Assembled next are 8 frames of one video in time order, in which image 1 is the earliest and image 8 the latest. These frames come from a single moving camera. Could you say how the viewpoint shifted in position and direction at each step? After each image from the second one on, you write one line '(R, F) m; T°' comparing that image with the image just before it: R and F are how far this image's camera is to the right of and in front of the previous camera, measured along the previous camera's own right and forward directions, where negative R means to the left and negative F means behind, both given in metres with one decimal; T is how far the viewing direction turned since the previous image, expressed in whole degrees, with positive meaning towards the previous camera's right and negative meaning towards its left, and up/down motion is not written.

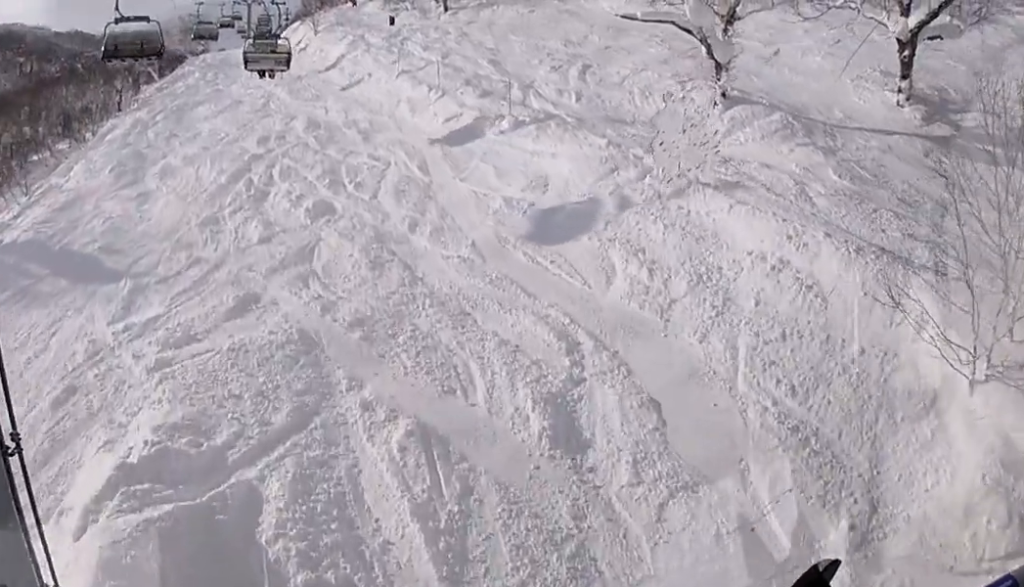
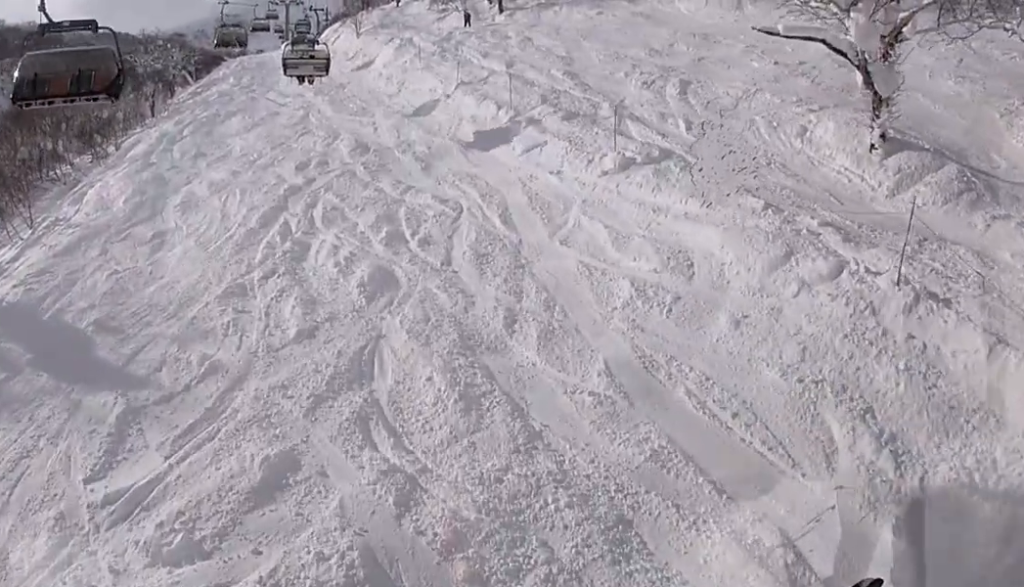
(-0.8, +5.1) m; -11°
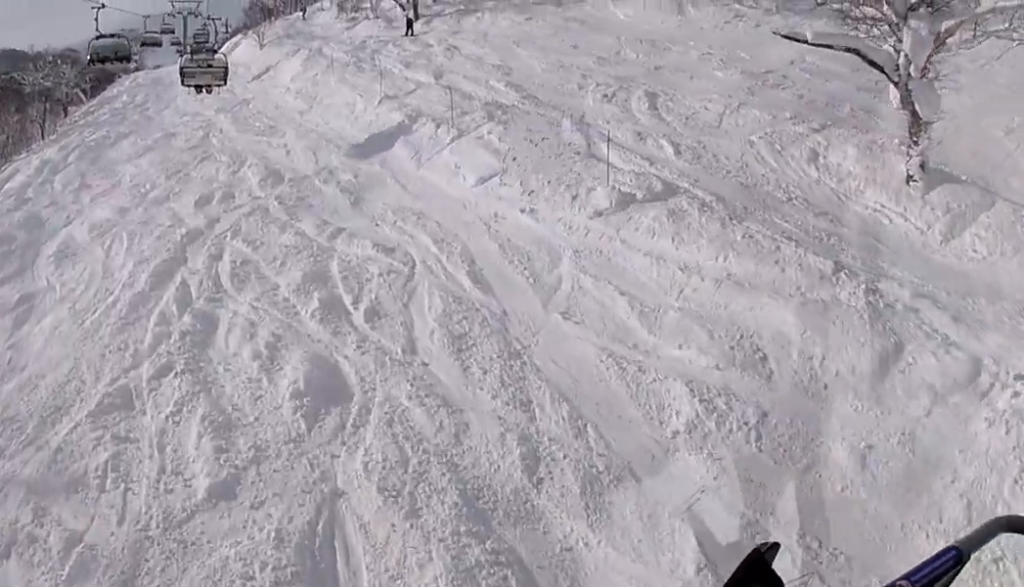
(-0.1, +4.6) m; -2°
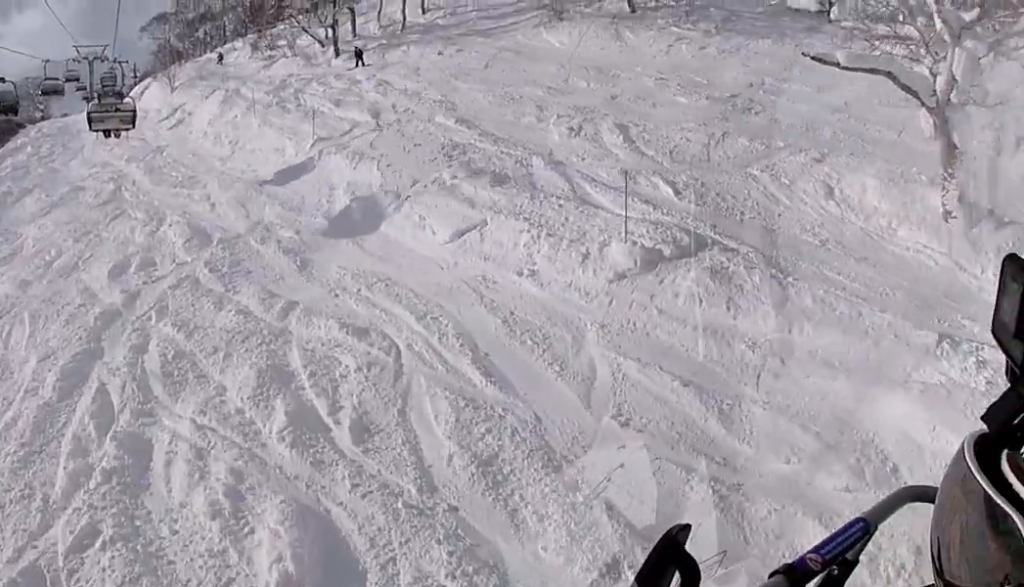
(0.0, +3.4) m; 0°
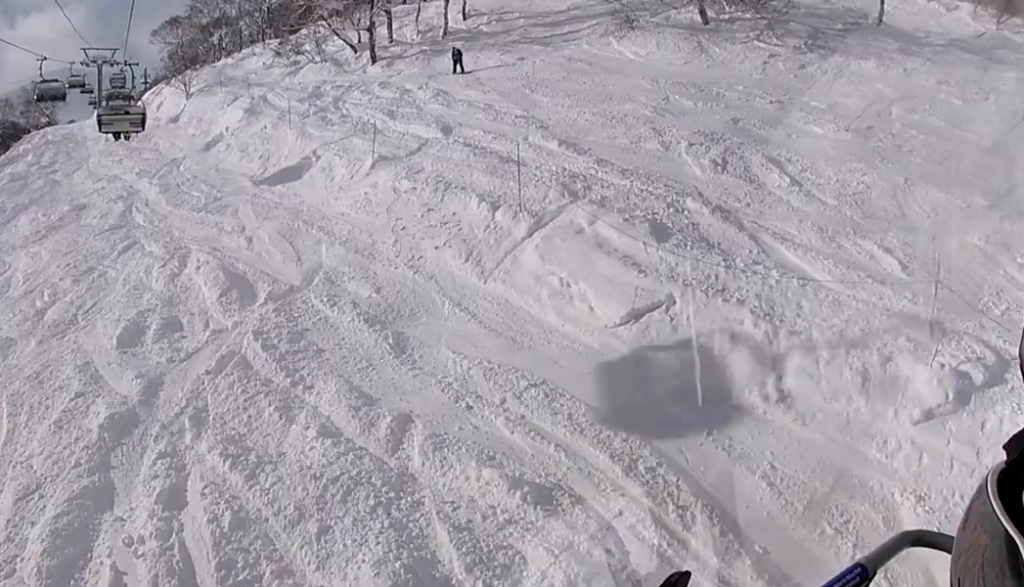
(0.0, +5.7) m; +7°
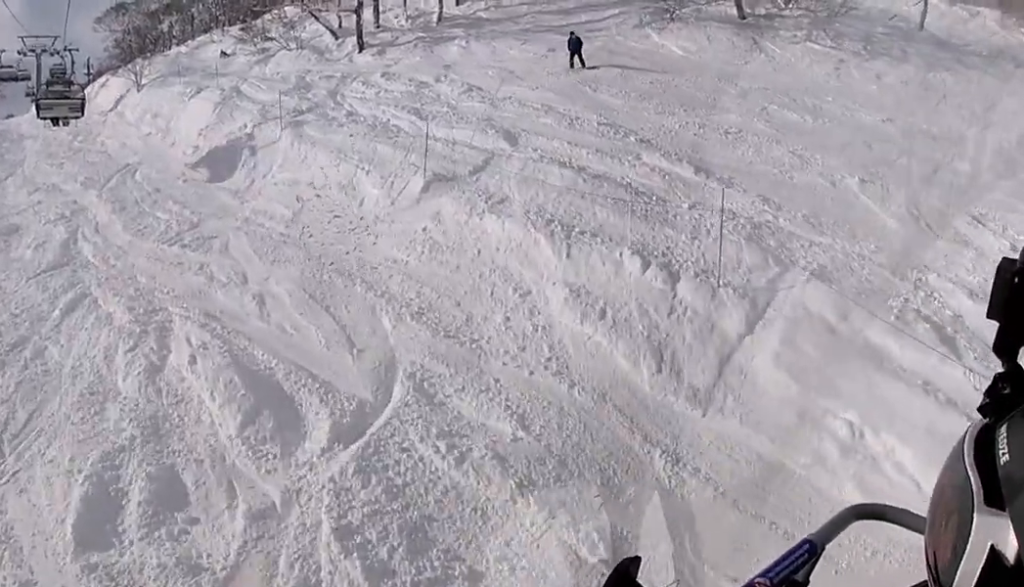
(+1.4, +6.3) m; +11°
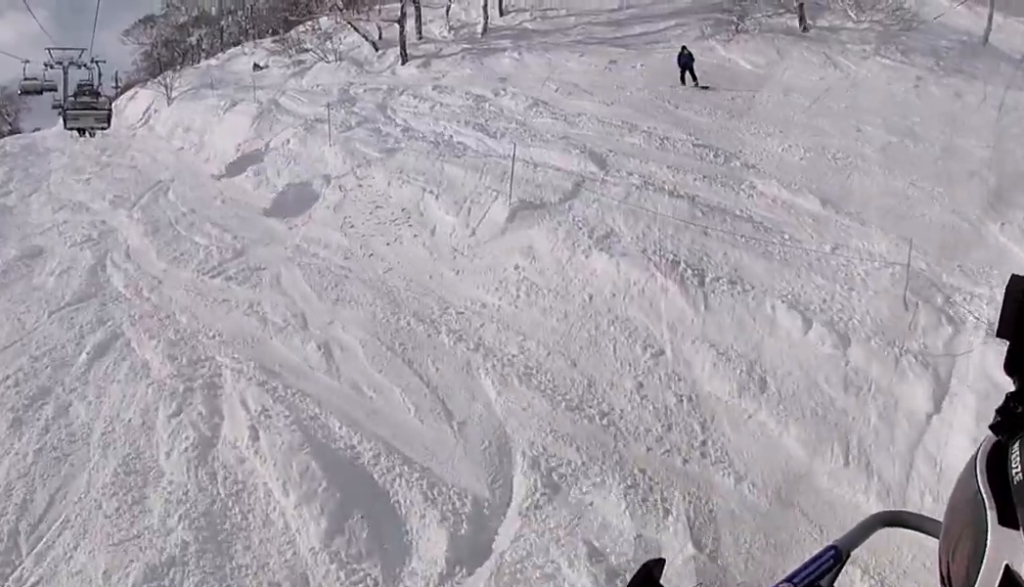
(-0.1, +2.2) m; -5°
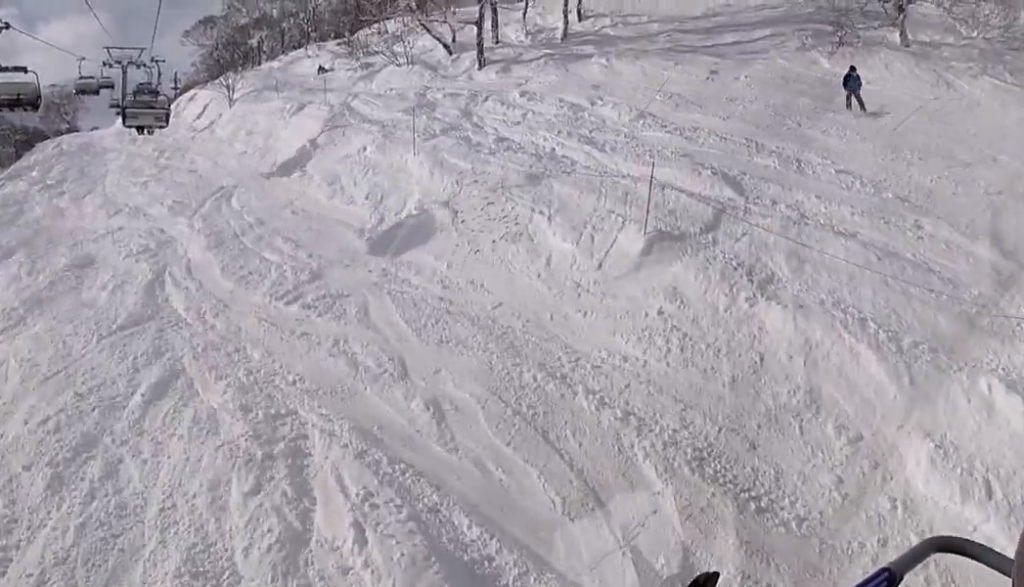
(-0.4, +2.2) m; -8°
